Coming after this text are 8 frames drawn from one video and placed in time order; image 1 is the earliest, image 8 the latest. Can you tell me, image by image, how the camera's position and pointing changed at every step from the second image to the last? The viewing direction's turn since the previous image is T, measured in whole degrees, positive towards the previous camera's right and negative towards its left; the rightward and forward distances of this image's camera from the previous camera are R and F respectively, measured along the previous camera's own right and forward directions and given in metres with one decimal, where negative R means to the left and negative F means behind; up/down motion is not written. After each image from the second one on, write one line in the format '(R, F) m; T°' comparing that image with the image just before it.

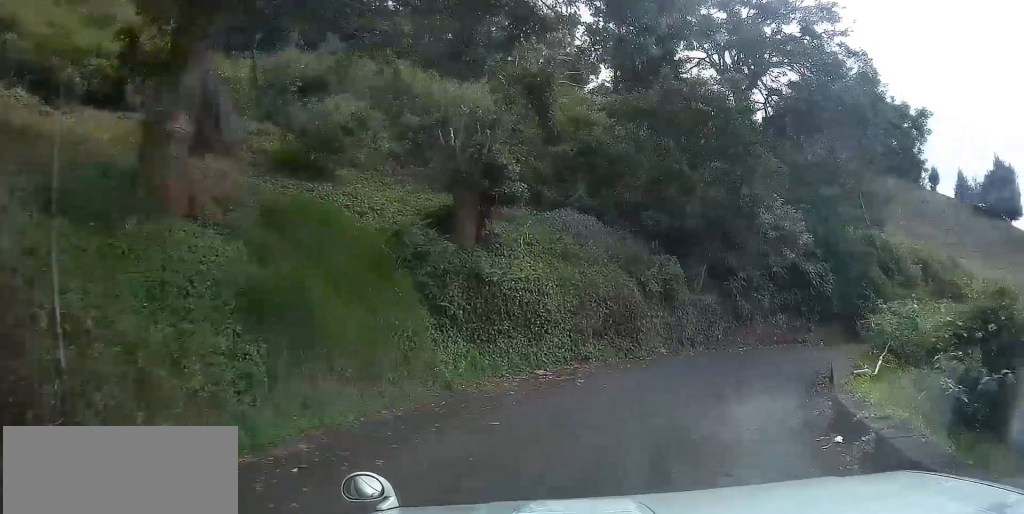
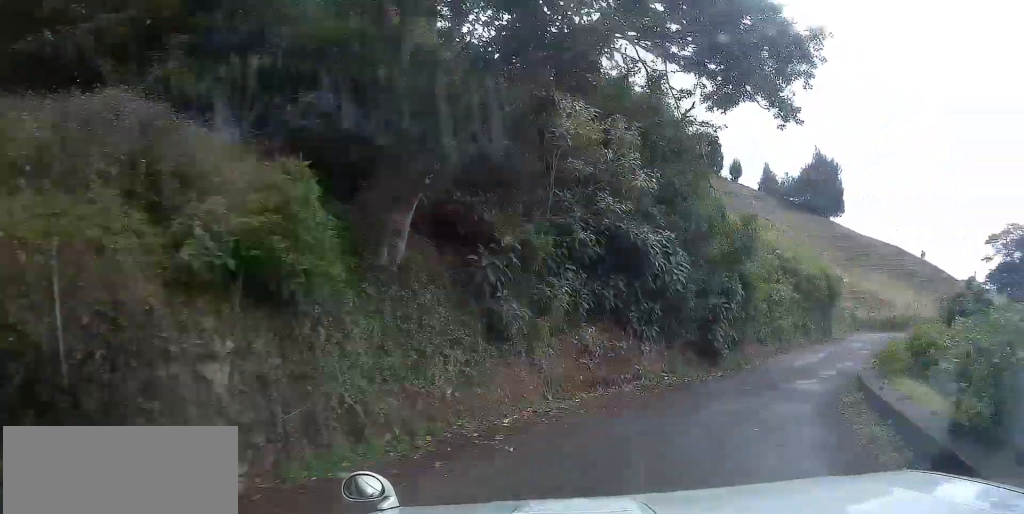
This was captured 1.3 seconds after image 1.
(+1.9, +10.5) m; +21°
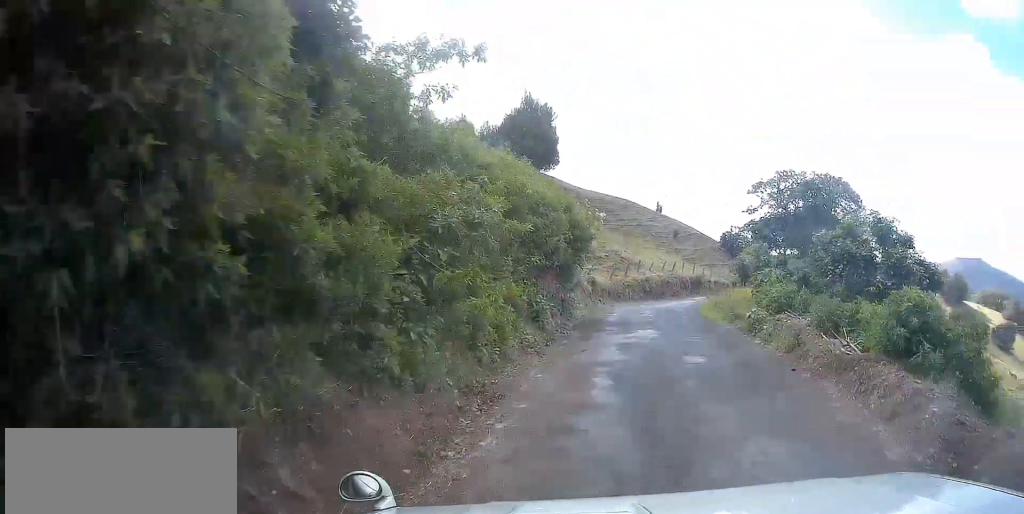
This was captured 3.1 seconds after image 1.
(+4.4, +15.0) m; +30°
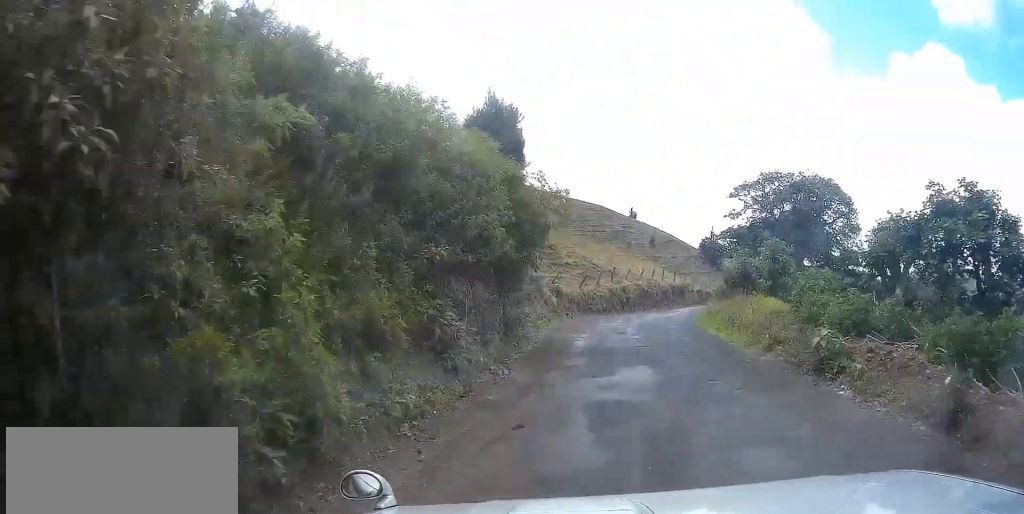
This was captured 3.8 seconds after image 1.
(+0.6, +7.0) m; +7°
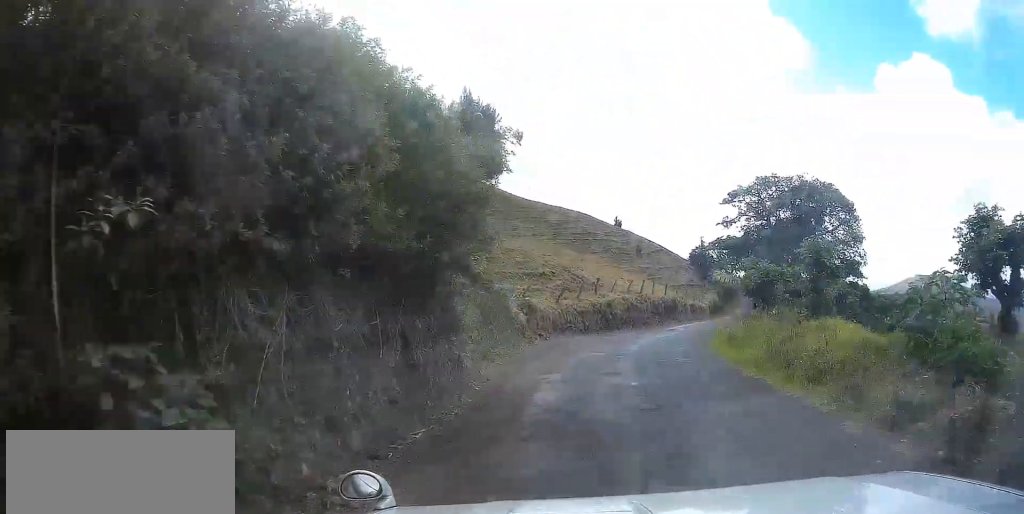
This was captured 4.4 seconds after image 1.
(+0.2, +6.5) m; +3°
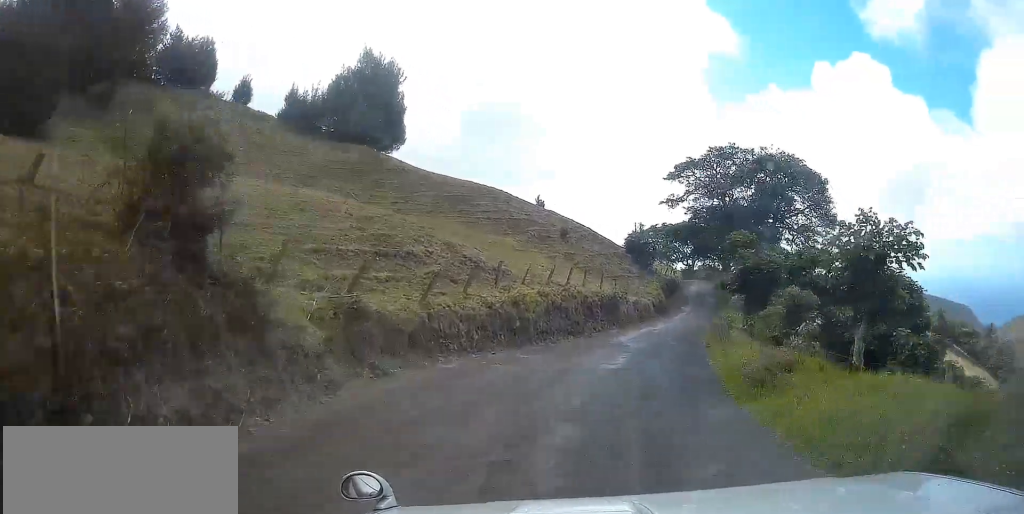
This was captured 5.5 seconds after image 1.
(+0.8, +14.1) m; +7°
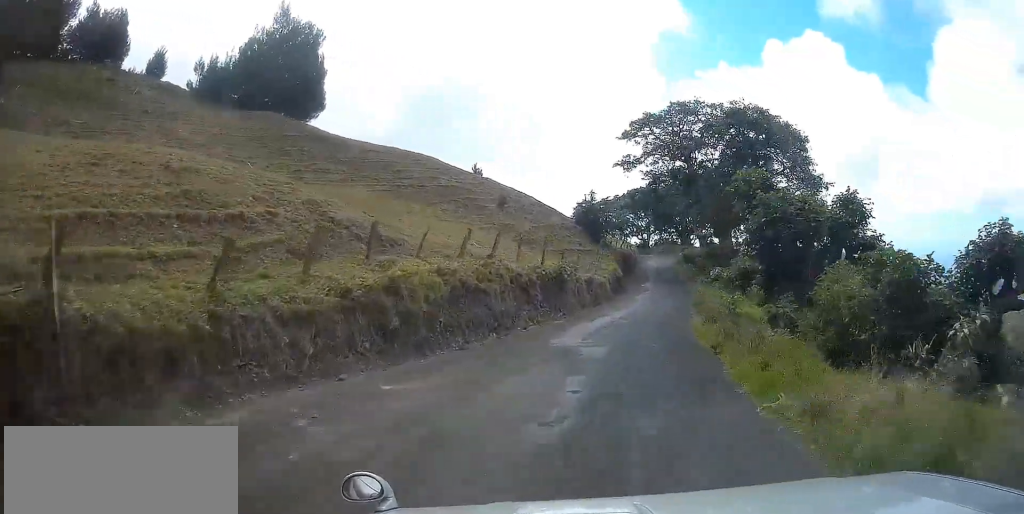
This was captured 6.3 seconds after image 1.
(+0.4, +9.6) m; +4°
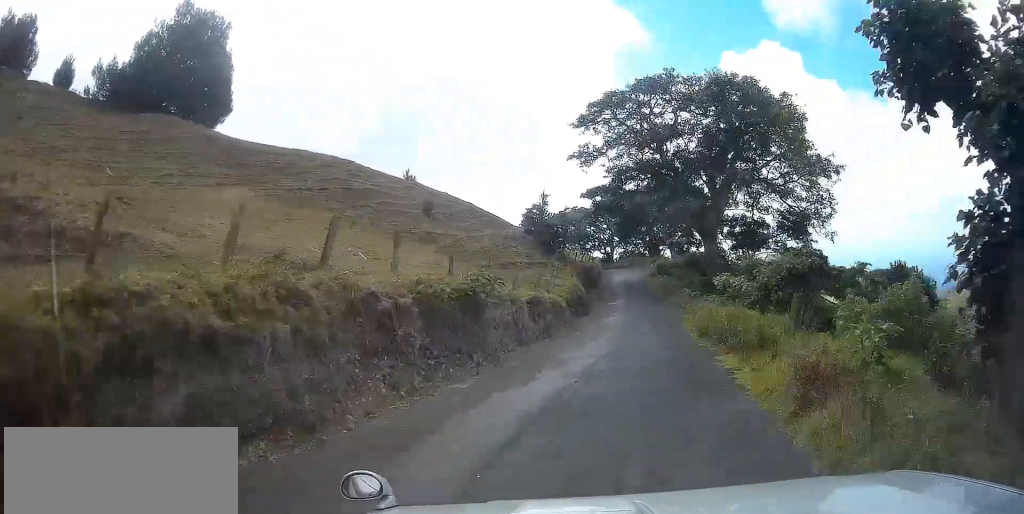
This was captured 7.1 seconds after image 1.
(+0.4, +10.9) m; +4°
